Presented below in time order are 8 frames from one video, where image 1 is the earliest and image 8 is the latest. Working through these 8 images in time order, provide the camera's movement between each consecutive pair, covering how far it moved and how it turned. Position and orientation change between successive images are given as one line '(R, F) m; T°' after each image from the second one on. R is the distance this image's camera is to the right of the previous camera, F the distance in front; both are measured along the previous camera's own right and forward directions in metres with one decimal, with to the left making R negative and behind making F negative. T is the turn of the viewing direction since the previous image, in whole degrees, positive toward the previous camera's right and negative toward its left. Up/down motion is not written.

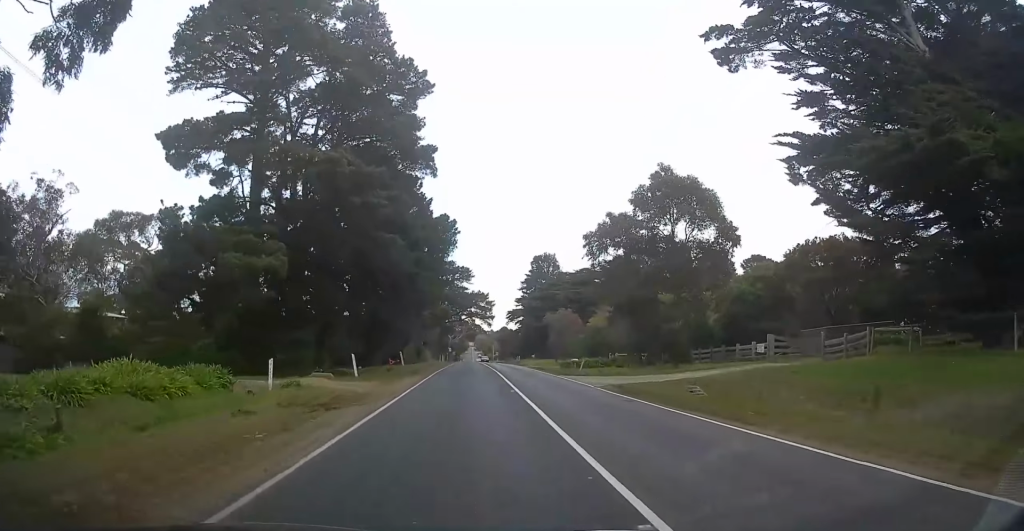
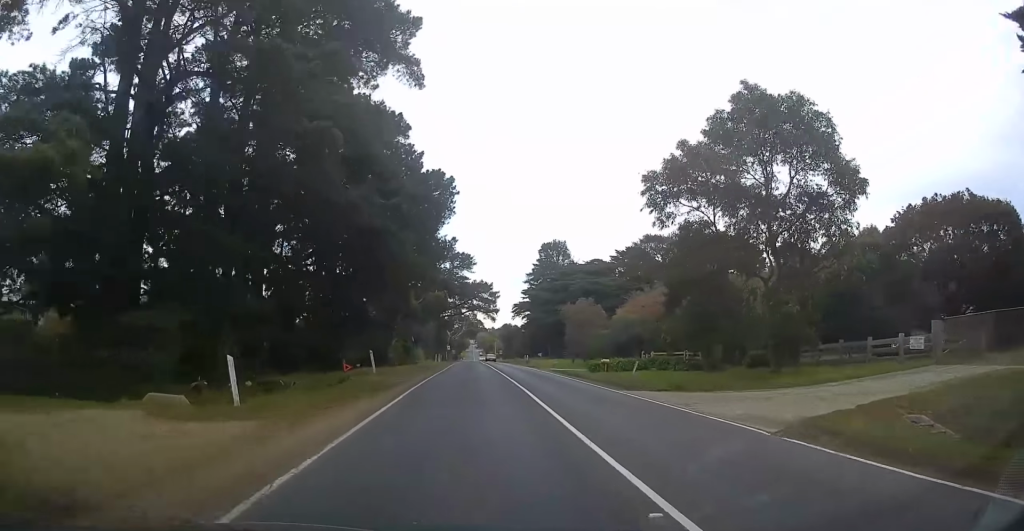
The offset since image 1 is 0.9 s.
(-0.6, +14.9) m; 0°
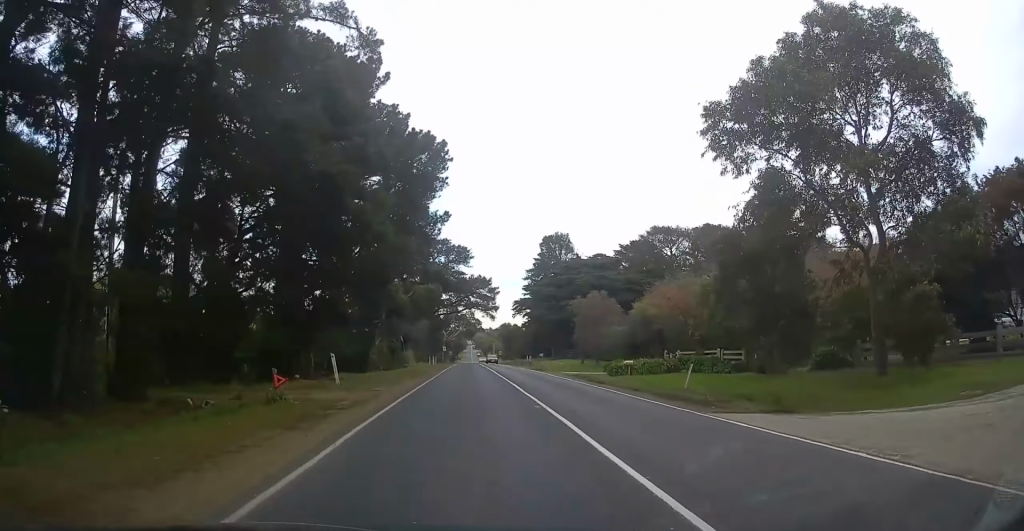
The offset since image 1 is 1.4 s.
(+0.2, +8.3) m; +1°
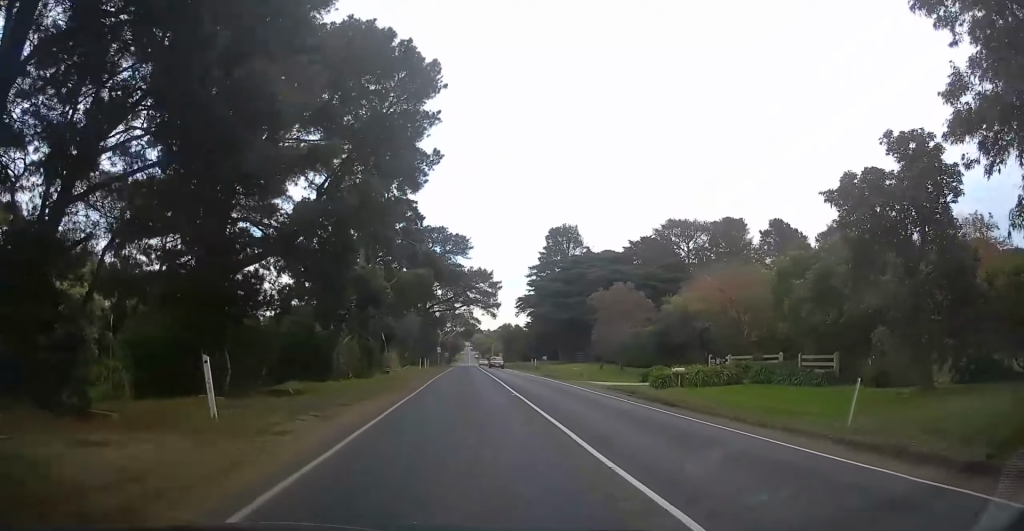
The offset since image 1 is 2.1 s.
(+0.3, +11.7) m; +1°
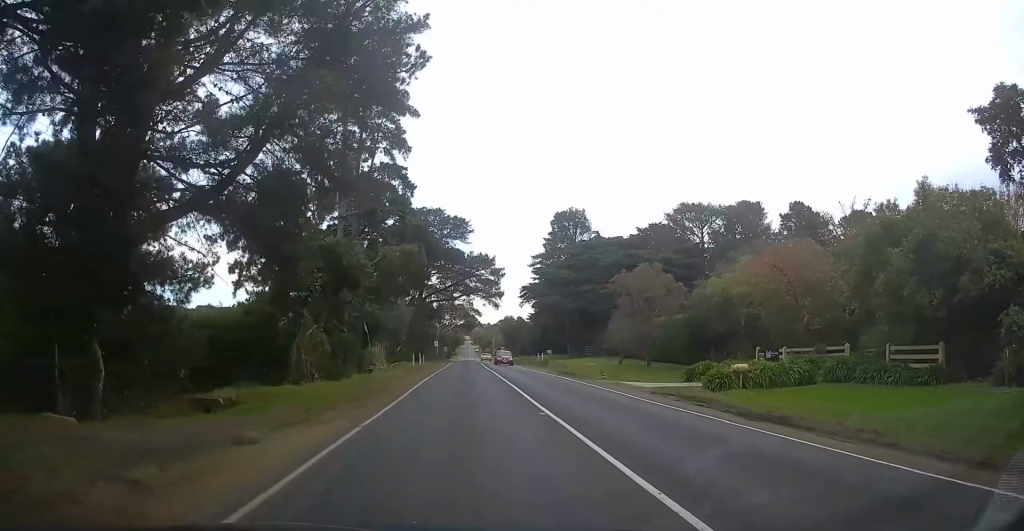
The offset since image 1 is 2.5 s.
(0.0, +7.9) m; 0°
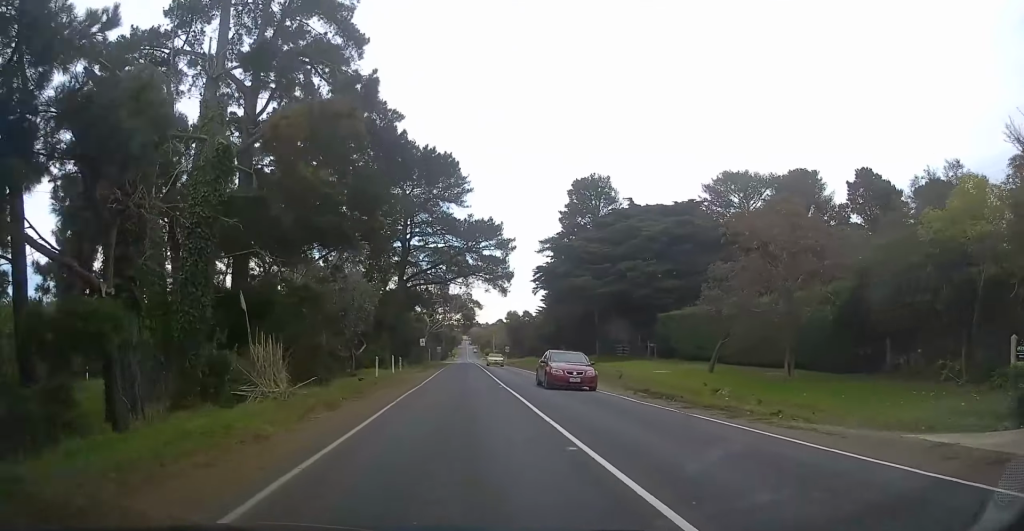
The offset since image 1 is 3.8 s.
(0.0, +21.2) m; 0°
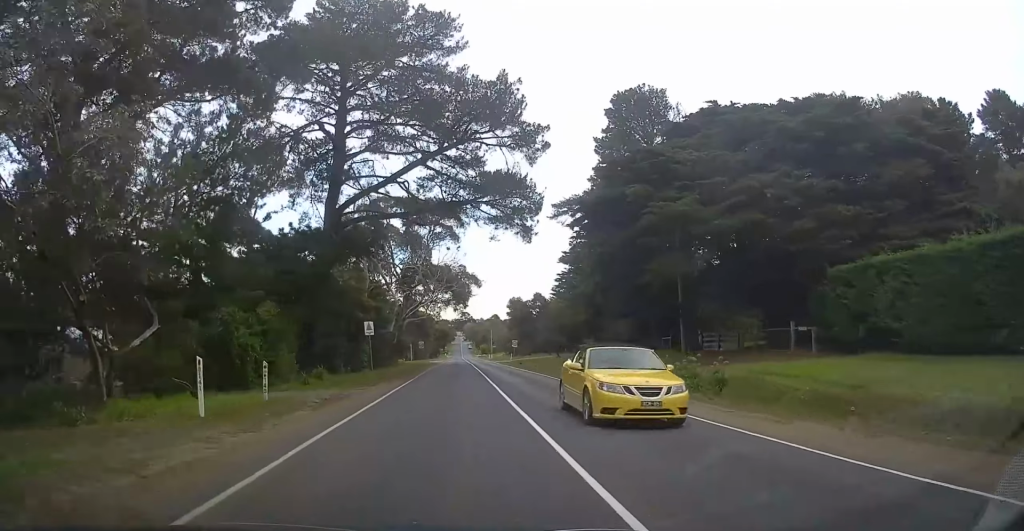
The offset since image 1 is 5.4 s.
(-0.1, +28.4) m; 0°
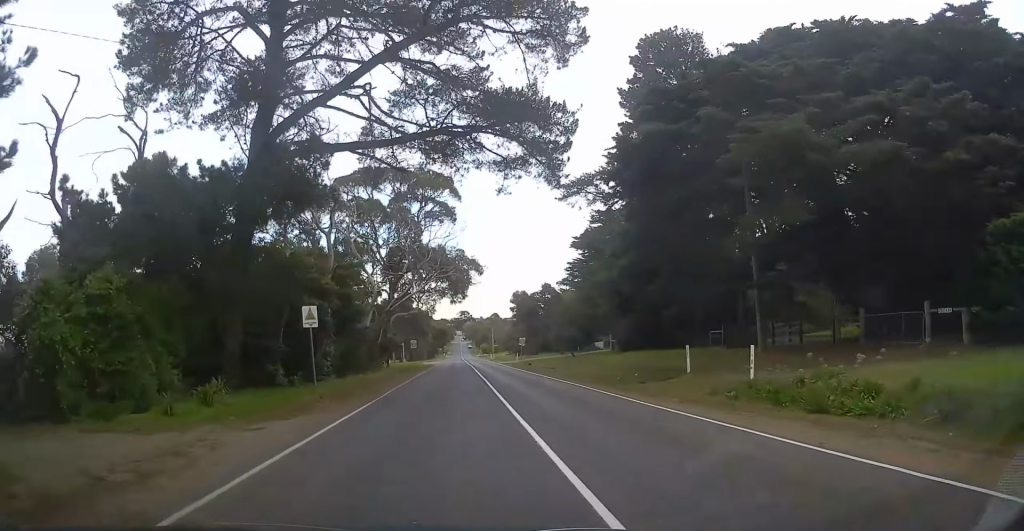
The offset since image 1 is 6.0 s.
(0.0, +11.4) m; 0°
